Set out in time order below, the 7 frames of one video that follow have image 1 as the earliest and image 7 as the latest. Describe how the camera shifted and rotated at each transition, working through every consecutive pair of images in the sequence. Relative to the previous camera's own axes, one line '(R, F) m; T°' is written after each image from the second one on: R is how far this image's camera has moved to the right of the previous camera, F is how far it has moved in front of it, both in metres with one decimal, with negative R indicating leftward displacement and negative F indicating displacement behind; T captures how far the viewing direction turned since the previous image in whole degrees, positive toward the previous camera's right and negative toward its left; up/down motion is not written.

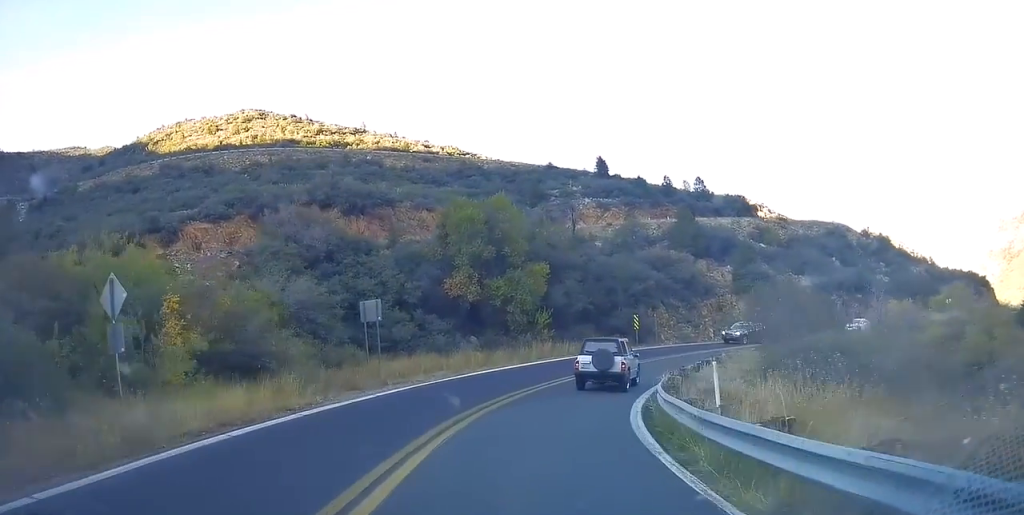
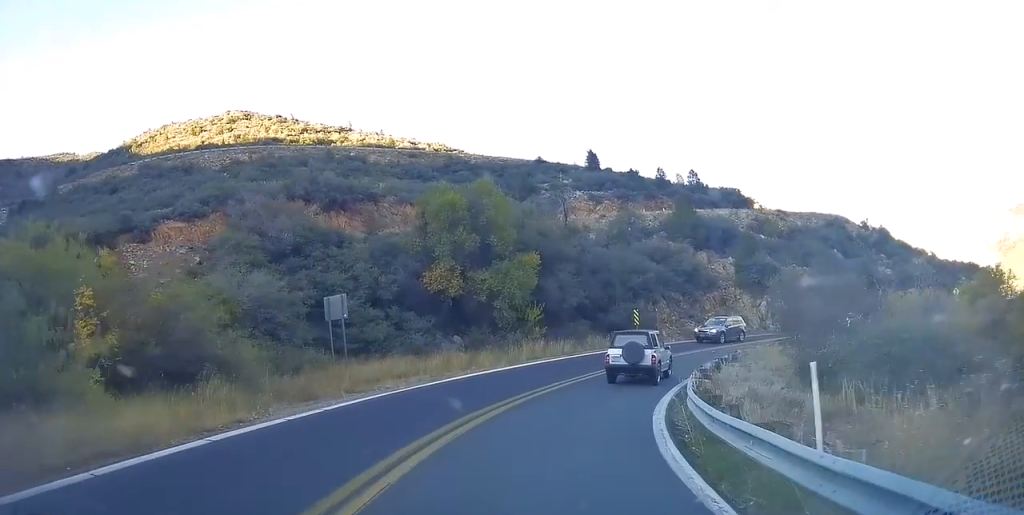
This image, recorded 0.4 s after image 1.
(+0.1, +3.8) m; +2°
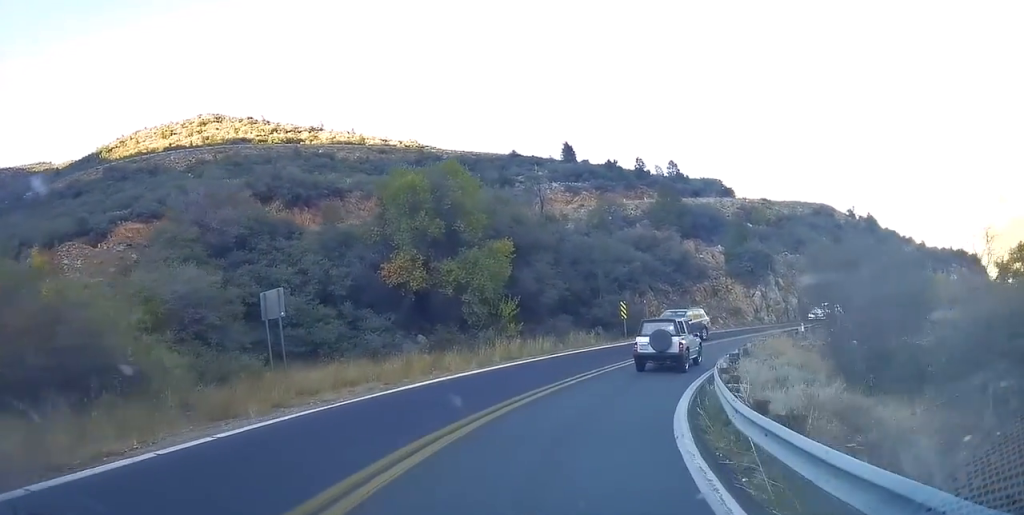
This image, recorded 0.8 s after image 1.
(+0.1, +4.2) m; +3°
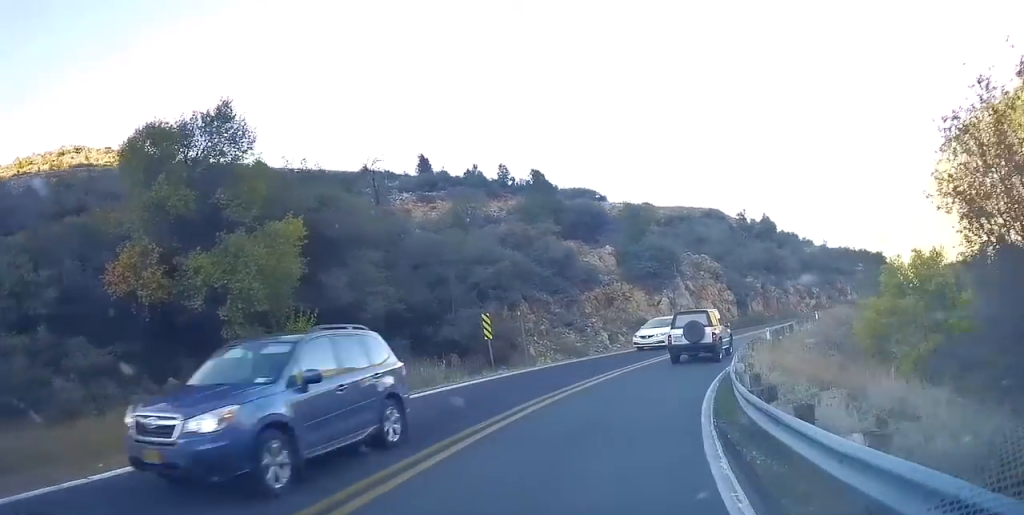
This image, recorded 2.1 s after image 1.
(+0.8, +11.8) m; +11°
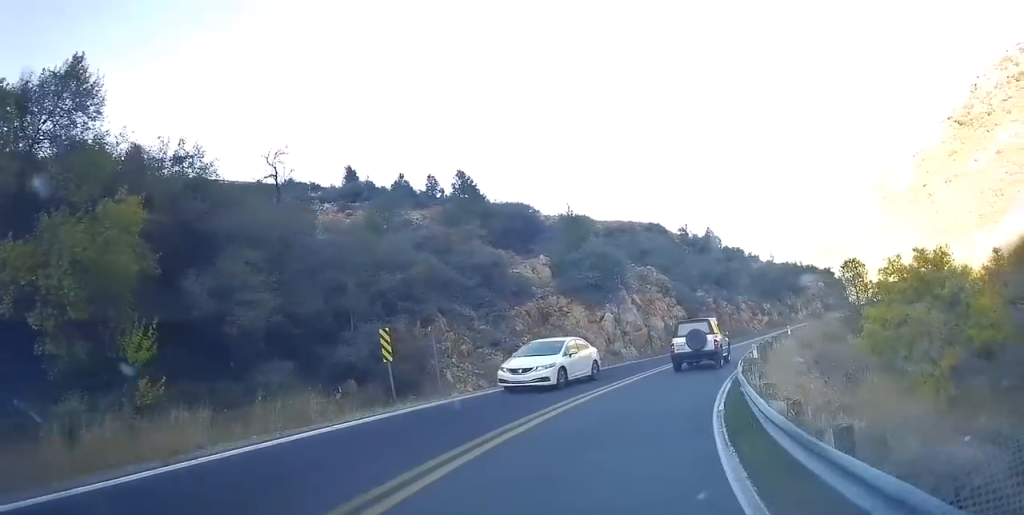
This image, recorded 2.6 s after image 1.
(0.0, +5.1) m; +7°
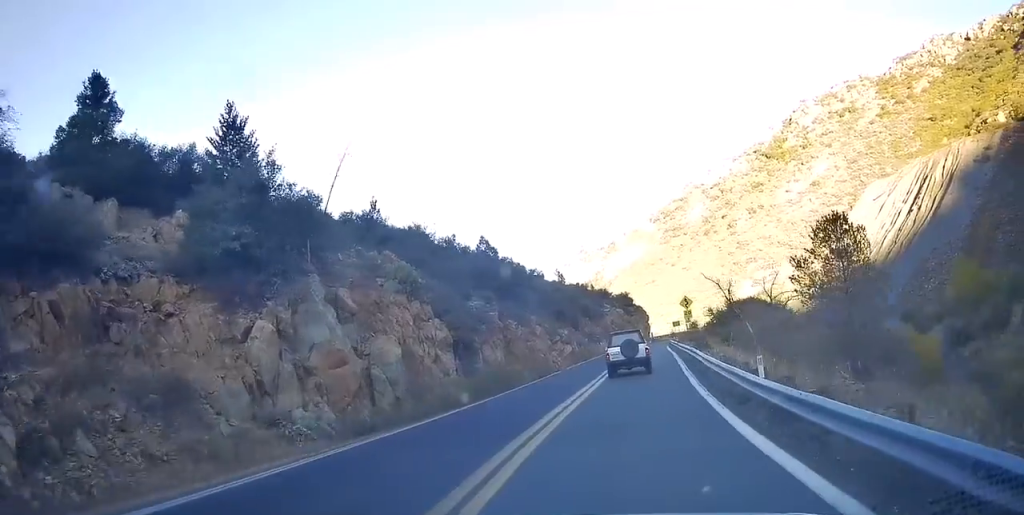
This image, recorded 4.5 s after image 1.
(+3.7, +19.6) m; +19°
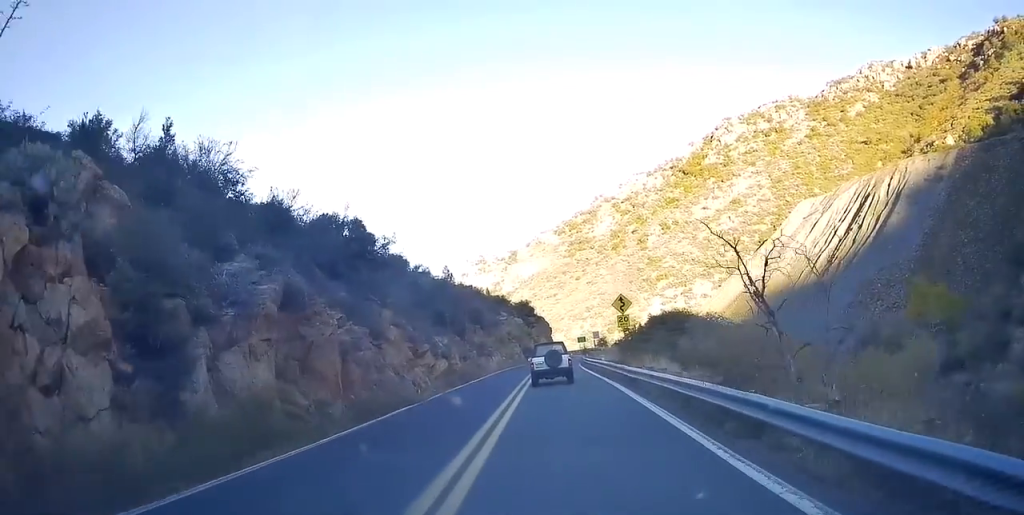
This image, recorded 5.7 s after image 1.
(+1.4, +14.2) m; +12°
